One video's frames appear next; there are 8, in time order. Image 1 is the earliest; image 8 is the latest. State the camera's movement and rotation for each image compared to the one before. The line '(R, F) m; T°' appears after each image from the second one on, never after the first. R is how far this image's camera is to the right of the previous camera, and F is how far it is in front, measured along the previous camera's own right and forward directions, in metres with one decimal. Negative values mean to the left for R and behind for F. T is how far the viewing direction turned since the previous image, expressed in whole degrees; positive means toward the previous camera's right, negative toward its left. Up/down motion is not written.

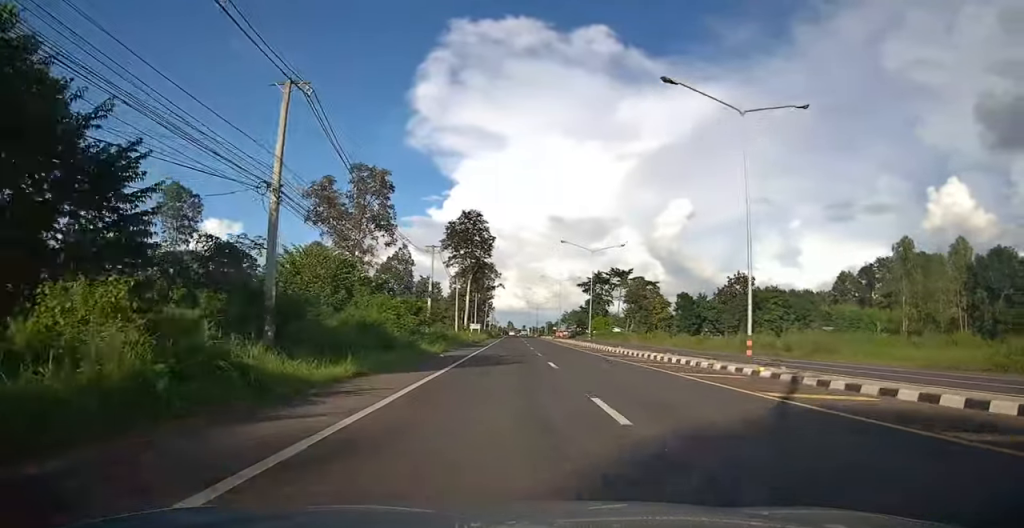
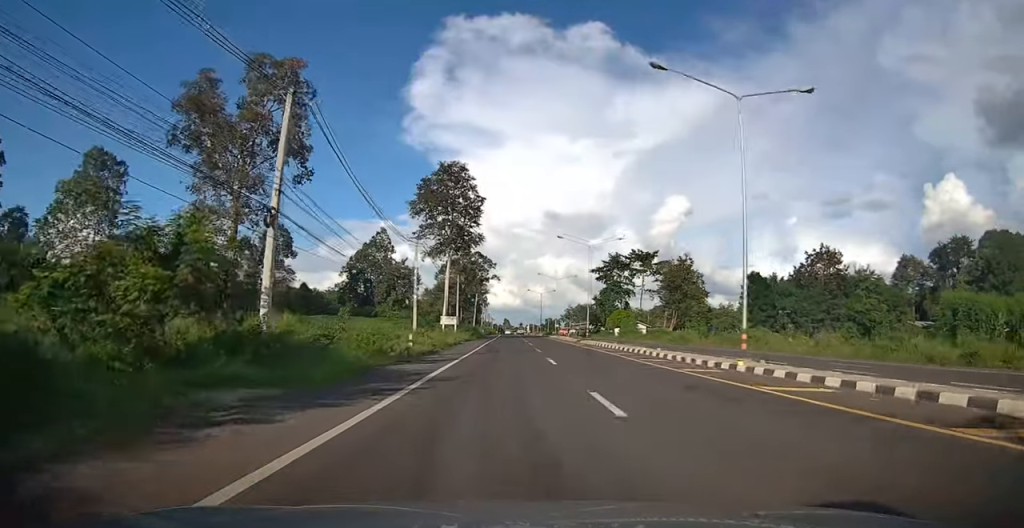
(-0.3, +35.5) m; 0°
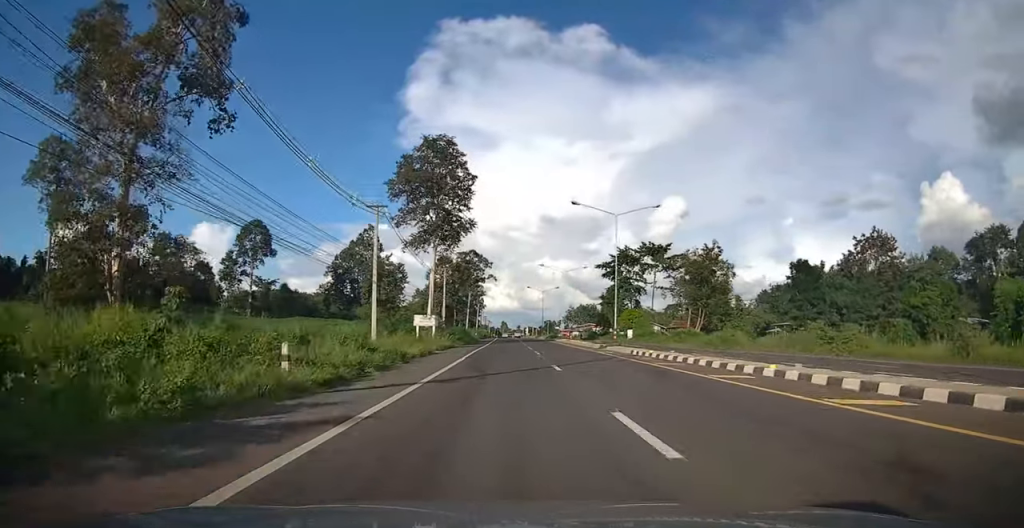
(+0.2, +14.5) m; +1°
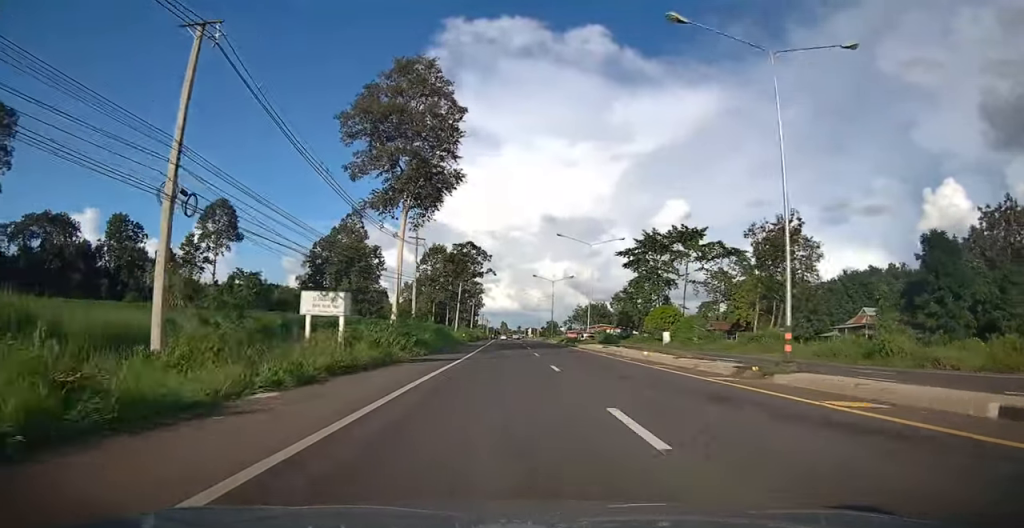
(+0.2, +23.5) m; -1°
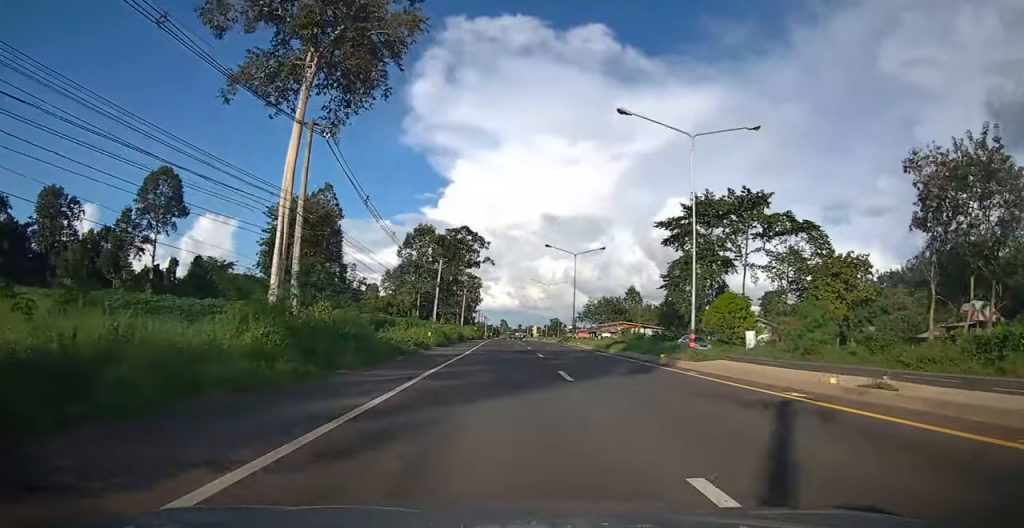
(-0.6, +28.0) m; 0°
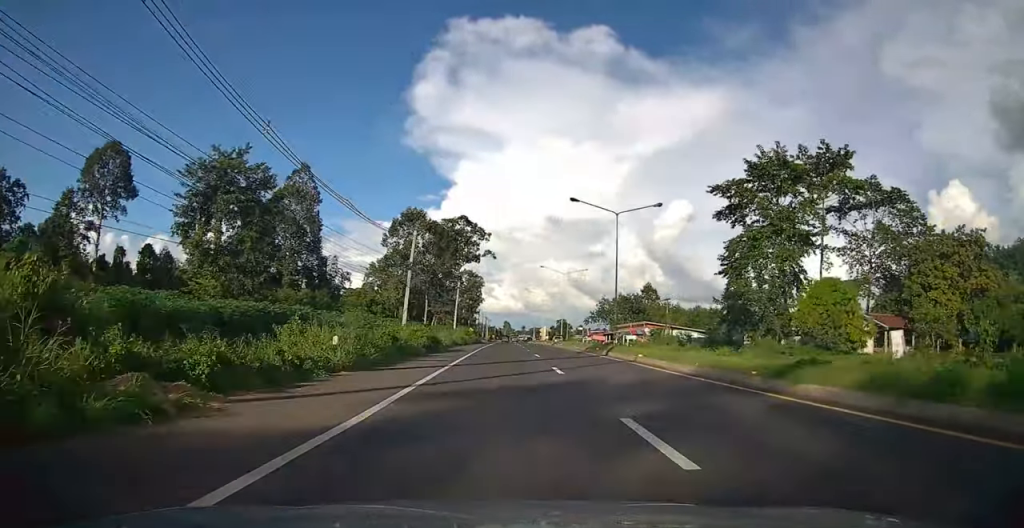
(+0.5, +20.5) m; +2°
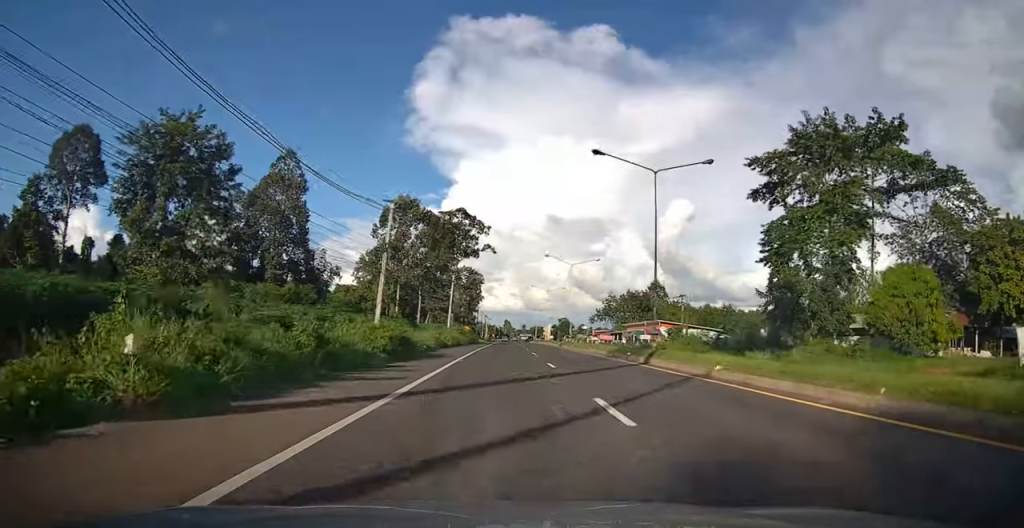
(0.0, +9.6) m; 0°
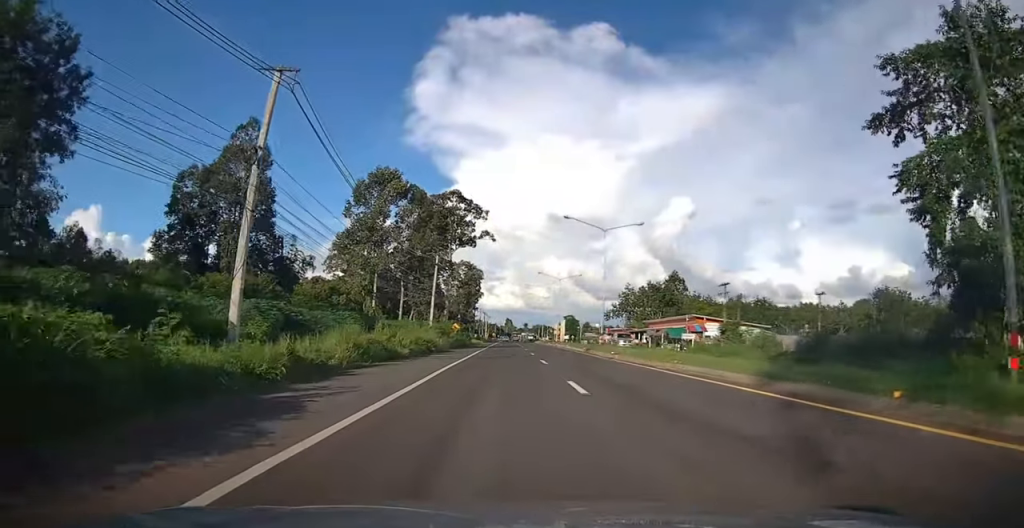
(0.0, +19.8) m; -1°
